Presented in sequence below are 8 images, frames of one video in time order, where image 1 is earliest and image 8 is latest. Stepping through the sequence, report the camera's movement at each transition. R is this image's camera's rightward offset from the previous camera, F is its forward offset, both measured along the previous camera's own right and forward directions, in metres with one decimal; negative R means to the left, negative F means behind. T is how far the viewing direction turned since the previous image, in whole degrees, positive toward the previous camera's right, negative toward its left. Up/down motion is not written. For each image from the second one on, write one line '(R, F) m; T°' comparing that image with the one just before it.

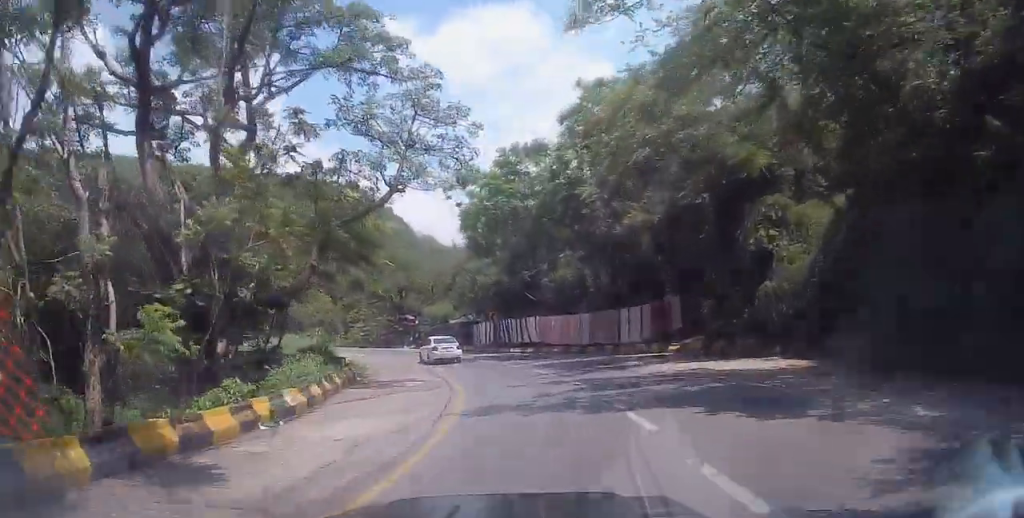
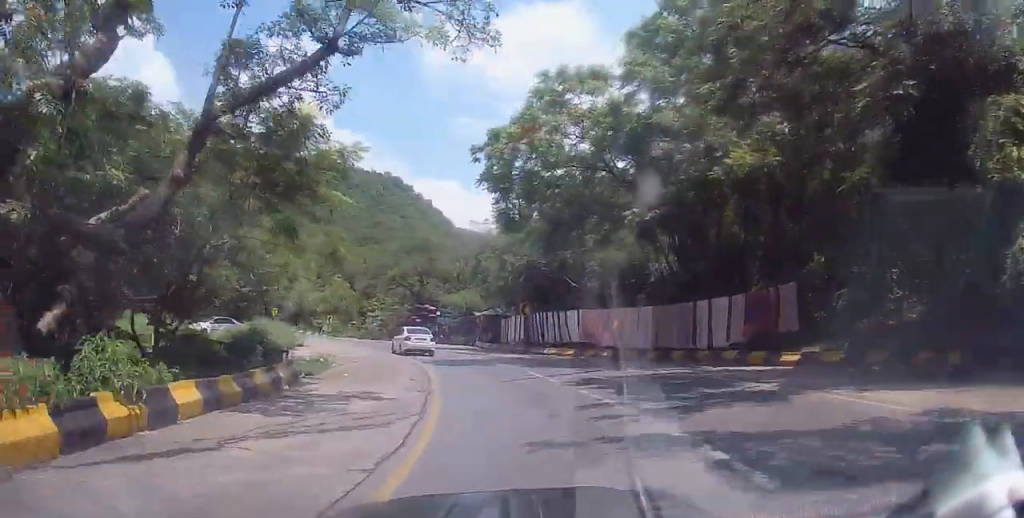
(+0.9, +8.6) m; -8°
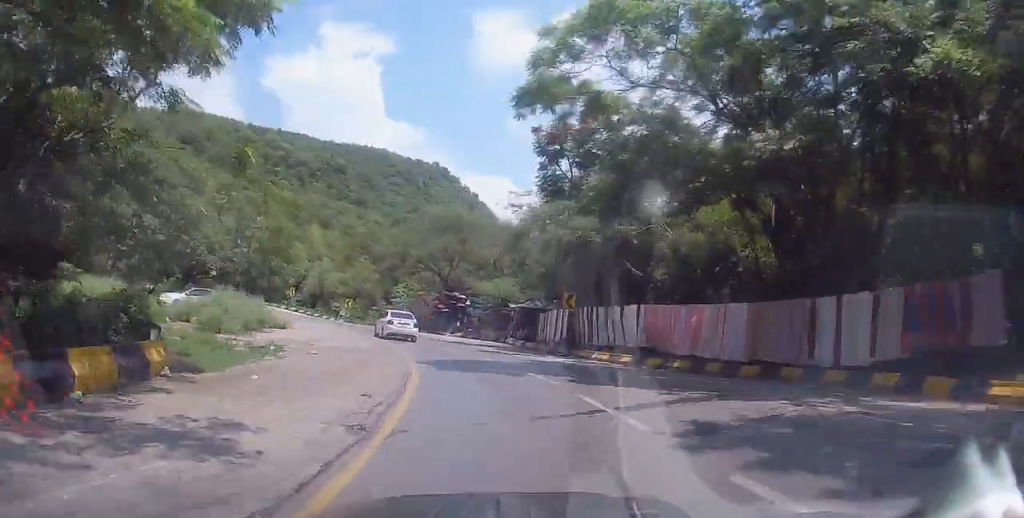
(+0.1, +7.1) m; -12°
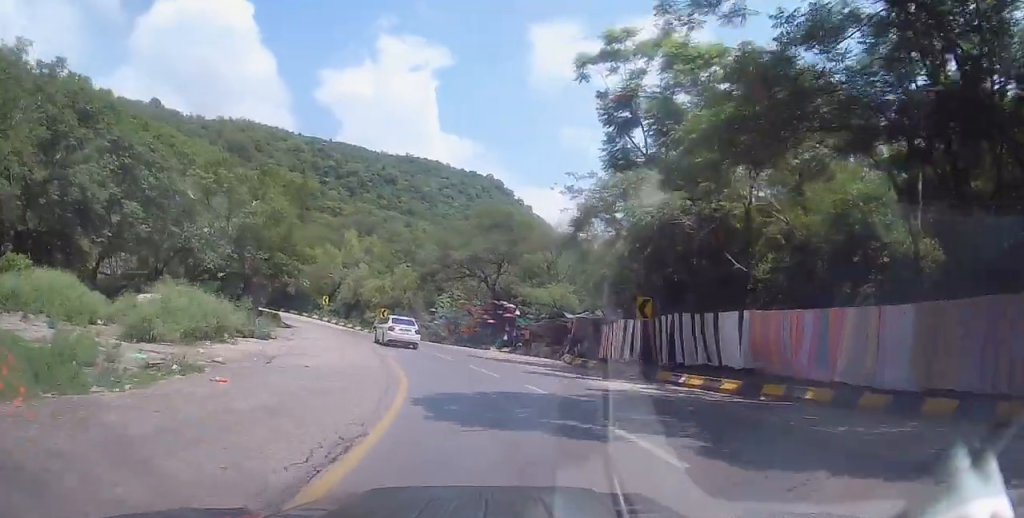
(-2.4, +8.4) m; -10°
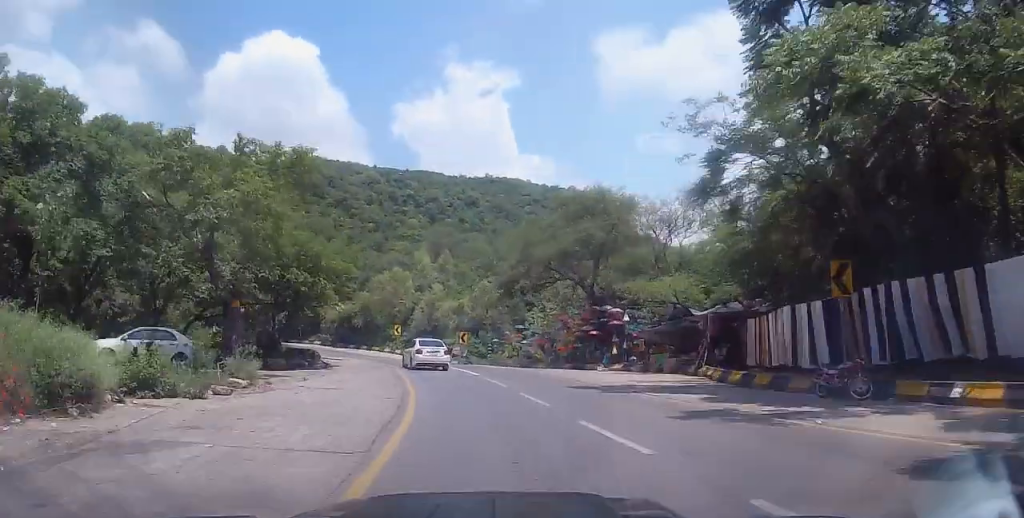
(-0.2, +11.6) m; -3°
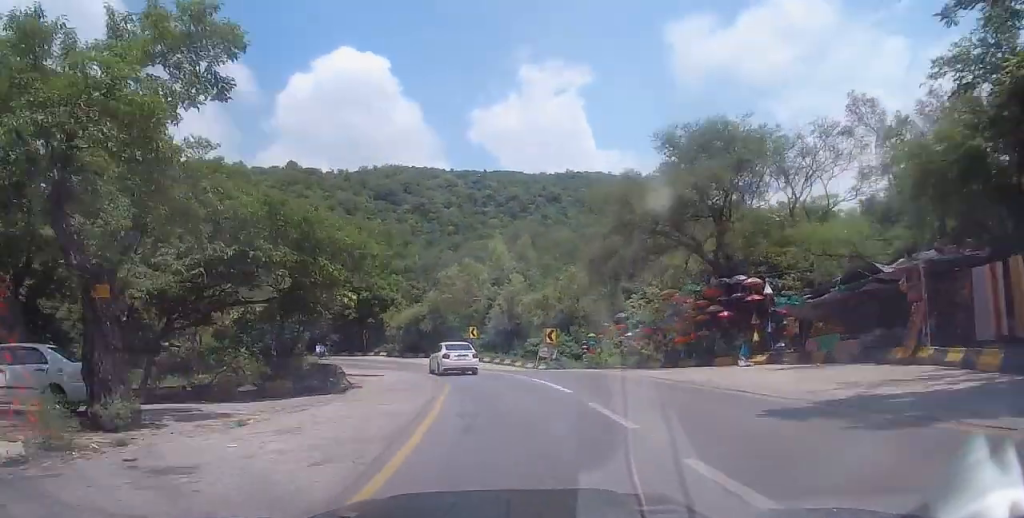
(-0.2, +11.0) m; -3°
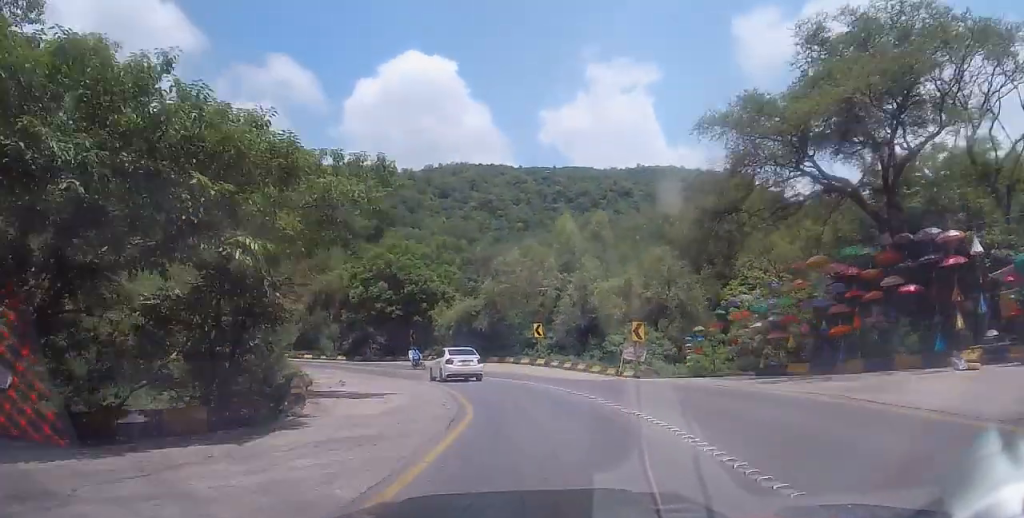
(-0.5, +10.8) m; -5°
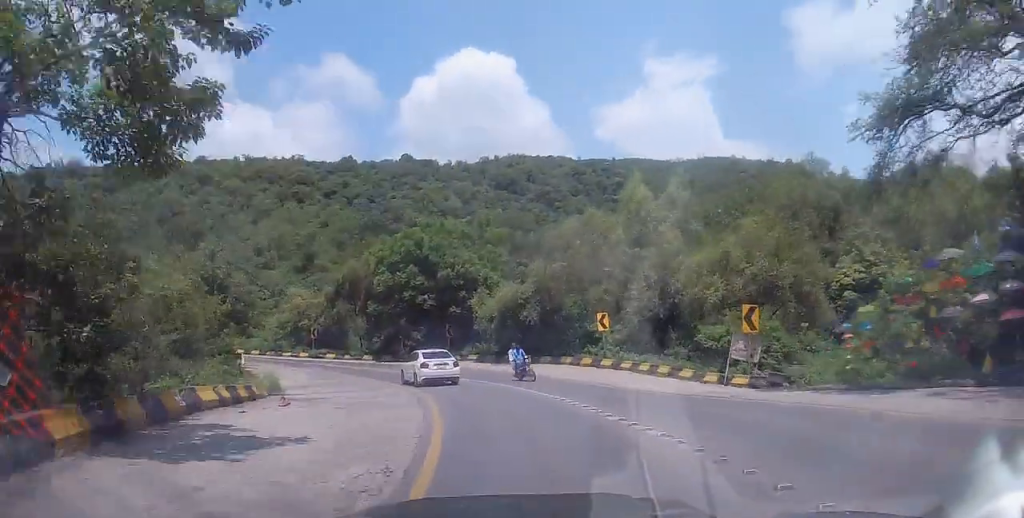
(-0.2, +10.3) m; -6°
